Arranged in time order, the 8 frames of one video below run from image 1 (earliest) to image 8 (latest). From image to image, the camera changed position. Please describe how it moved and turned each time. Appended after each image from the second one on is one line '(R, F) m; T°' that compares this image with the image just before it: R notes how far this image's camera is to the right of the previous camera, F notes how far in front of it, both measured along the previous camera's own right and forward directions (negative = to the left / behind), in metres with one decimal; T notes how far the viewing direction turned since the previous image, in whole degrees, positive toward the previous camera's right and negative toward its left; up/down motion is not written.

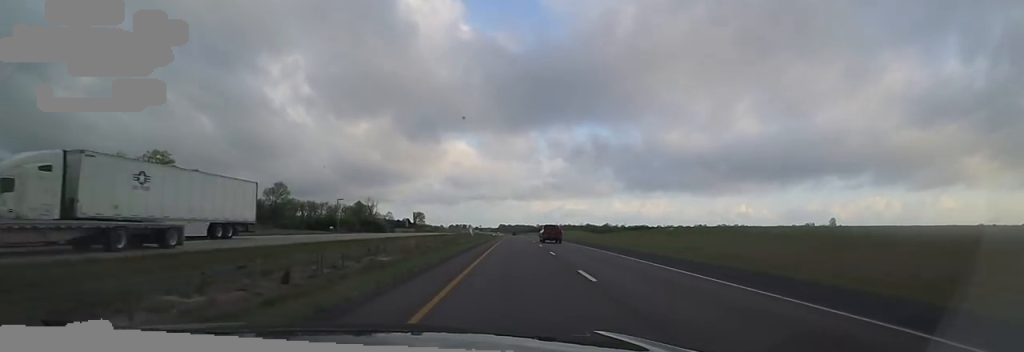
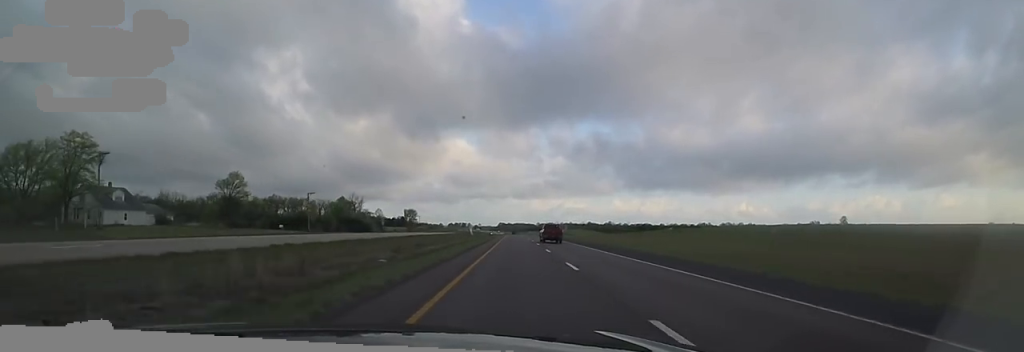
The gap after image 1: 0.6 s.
(+0.4, +20.3) m; -1°
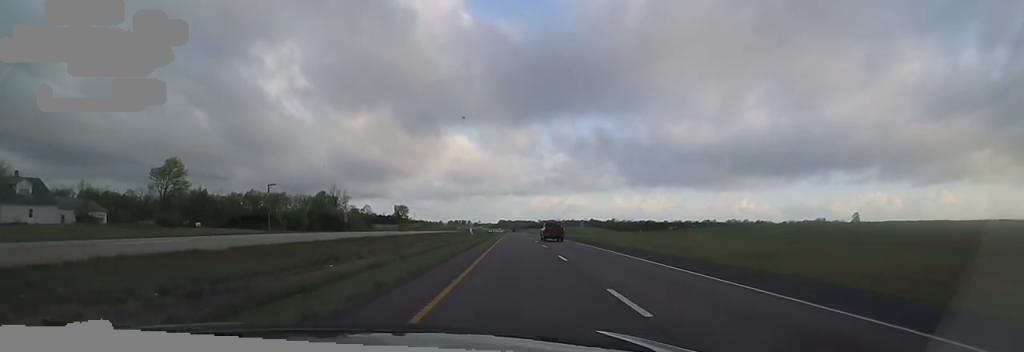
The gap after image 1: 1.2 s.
(-0.1, +20.3) m; -1°
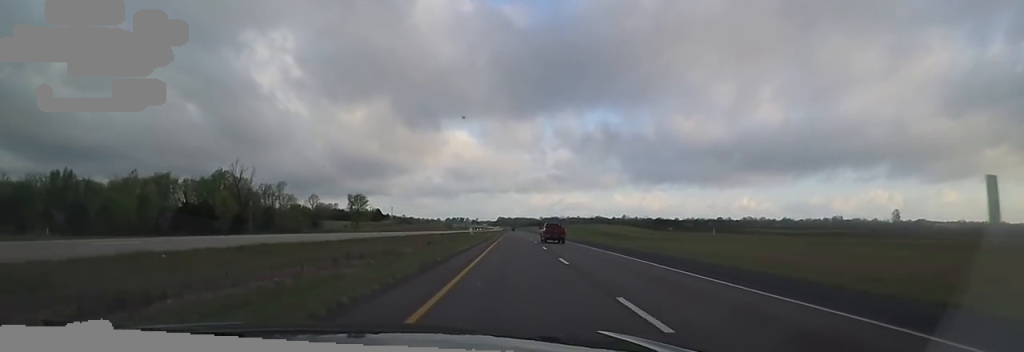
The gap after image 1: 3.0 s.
(-0.4, +61.1) m; +1°
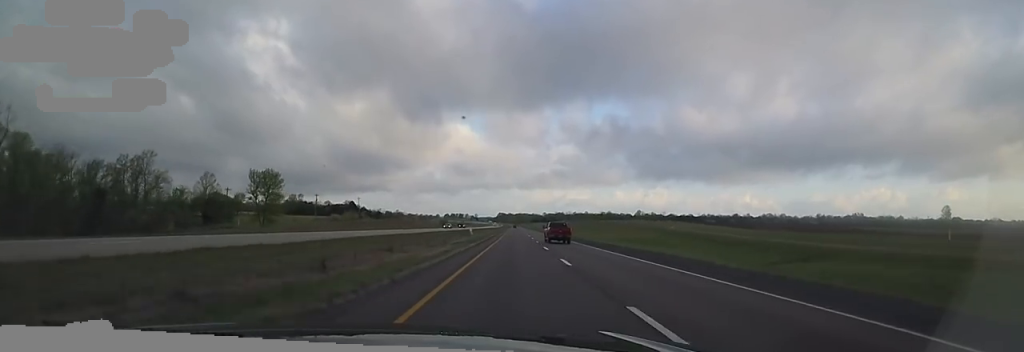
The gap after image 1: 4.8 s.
(-1.1, +63.6) m; 0°
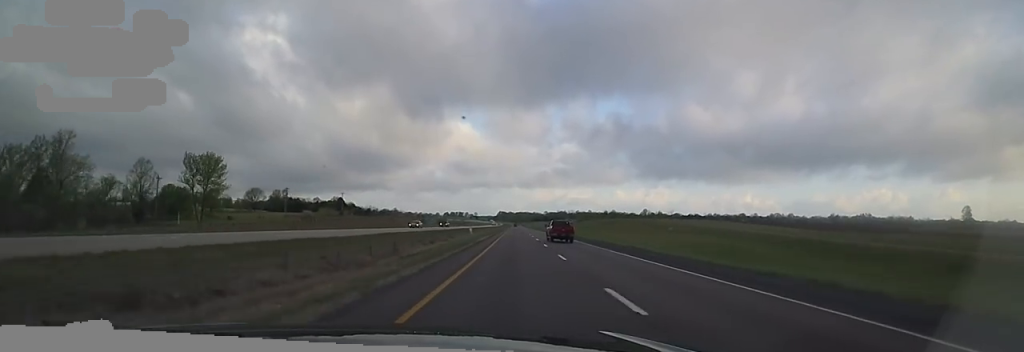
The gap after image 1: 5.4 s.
(+0.9, +22.5) m; +1°
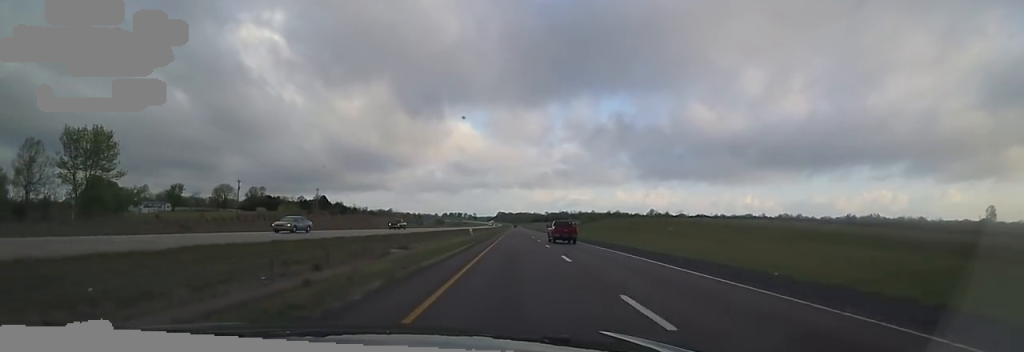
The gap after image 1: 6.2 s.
(+0.4, +25.8) m; -1°
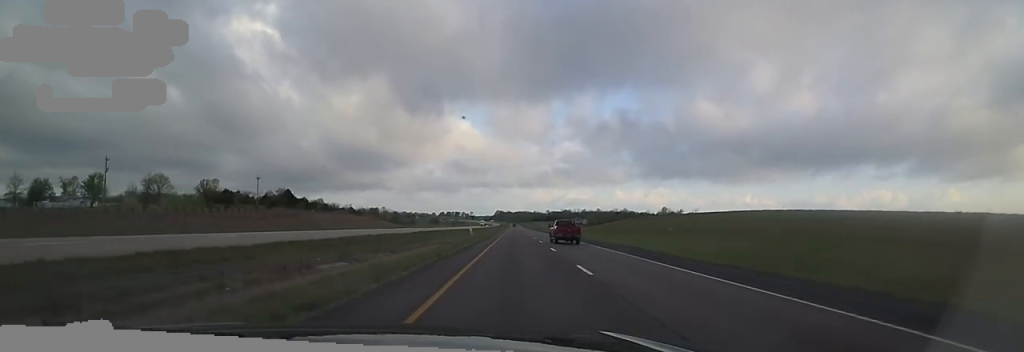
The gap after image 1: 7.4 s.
(-1.9, +41.1) m; -2°
